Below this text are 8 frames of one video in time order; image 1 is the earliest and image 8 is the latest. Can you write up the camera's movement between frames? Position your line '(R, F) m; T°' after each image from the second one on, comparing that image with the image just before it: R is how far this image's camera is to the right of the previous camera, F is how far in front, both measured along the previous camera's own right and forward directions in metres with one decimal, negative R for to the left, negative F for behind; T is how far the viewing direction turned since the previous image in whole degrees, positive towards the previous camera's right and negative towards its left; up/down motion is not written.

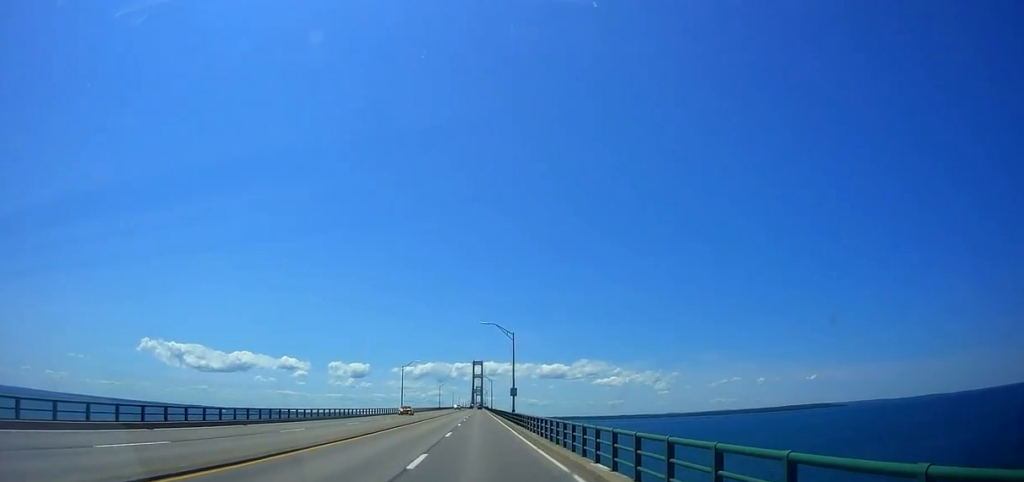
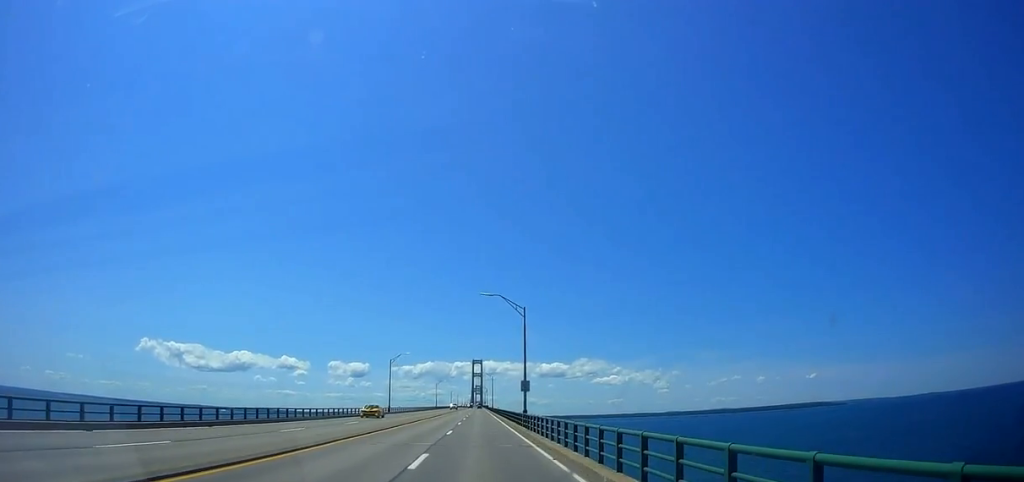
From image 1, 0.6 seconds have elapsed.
(0.0, +14.5) m; 0°
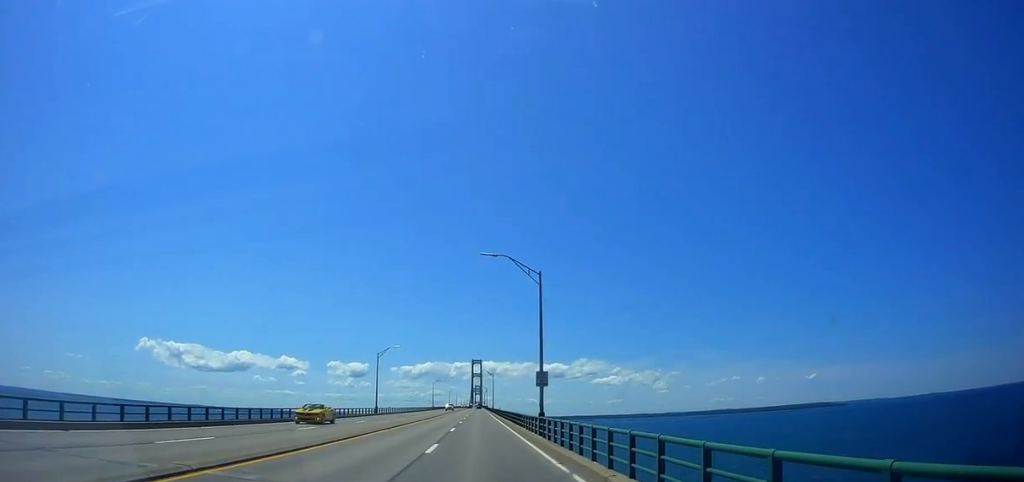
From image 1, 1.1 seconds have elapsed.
(0.0, +11.3) m; 0°
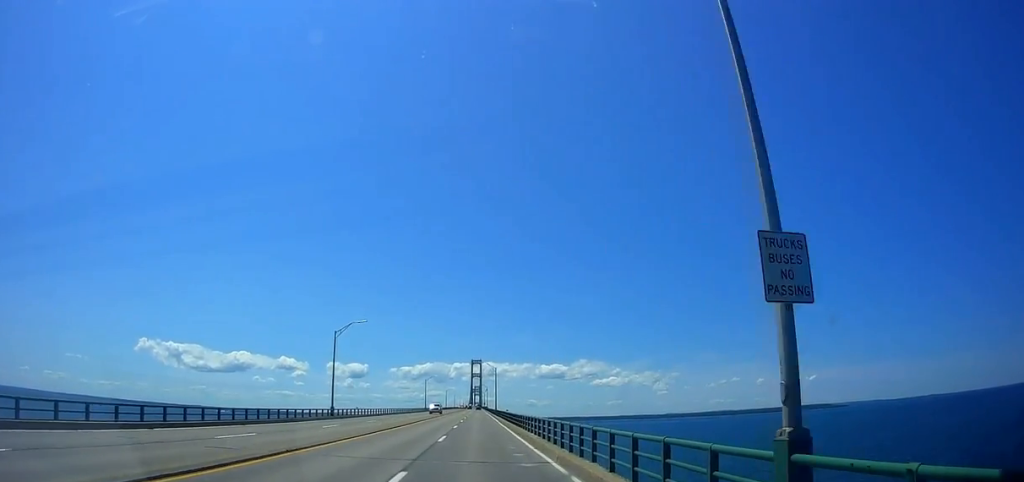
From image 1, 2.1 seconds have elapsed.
(0.0, +24.1) m; 0°
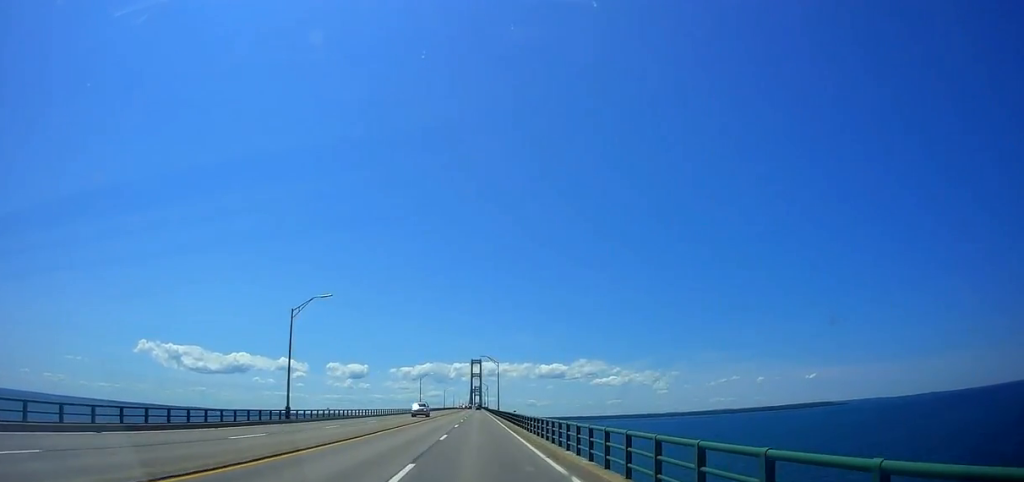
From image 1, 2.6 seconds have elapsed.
(0.0, +13.6) m; 0°
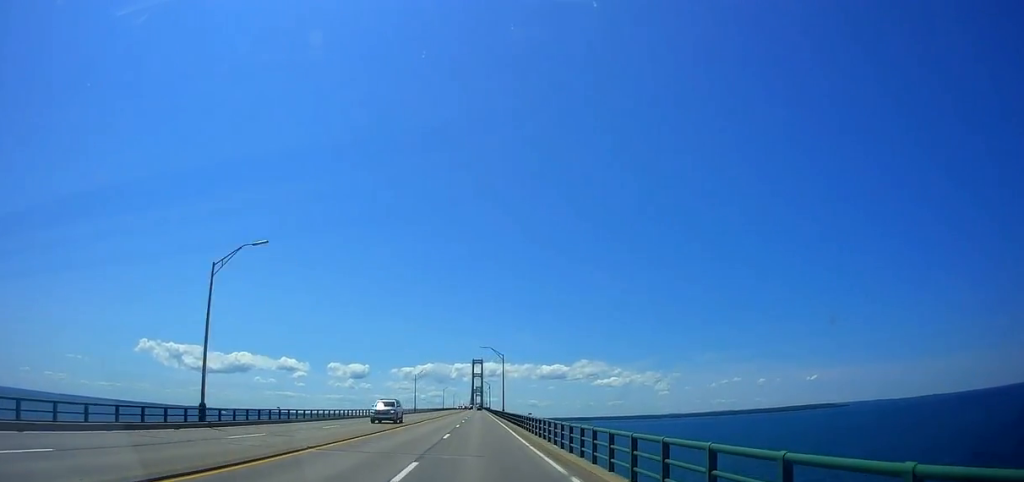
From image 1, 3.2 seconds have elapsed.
(0.0, +14.4) m; 0°
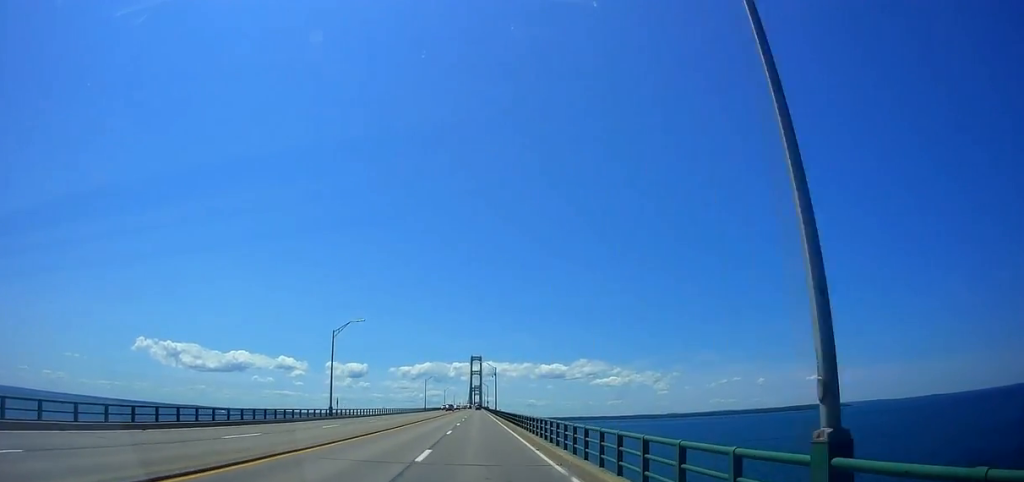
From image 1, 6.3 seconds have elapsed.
(-0.1, +72.6) m; 0°
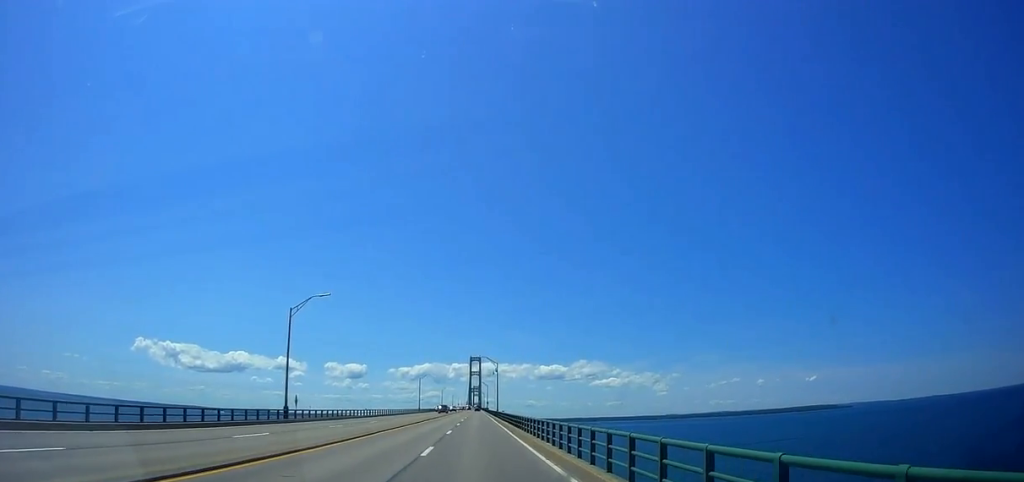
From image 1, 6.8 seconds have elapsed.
(0.0, +12.9) m; 0°
